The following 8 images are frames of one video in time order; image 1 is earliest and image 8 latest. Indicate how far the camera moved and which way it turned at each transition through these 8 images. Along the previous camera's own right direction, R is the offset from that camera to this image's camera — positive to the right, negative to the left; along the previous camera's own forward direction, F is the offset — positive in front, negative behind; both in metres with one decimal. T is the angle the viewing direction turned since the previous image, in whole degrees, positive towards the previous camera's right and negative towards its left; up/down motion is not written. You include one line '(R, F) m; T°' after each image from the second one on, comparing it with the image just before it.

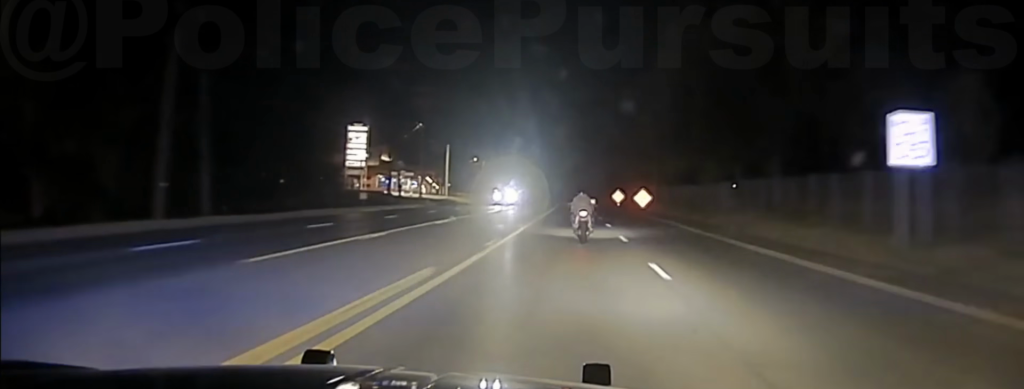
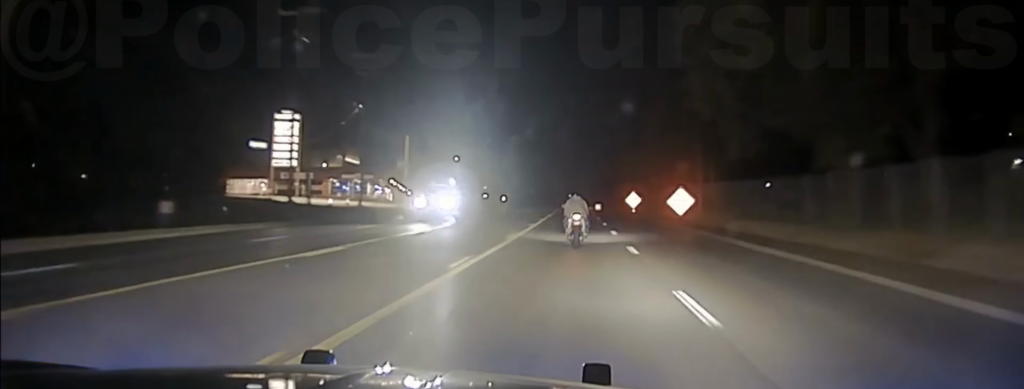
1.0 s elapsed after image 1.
(-0.5, +28.6) m; -1°
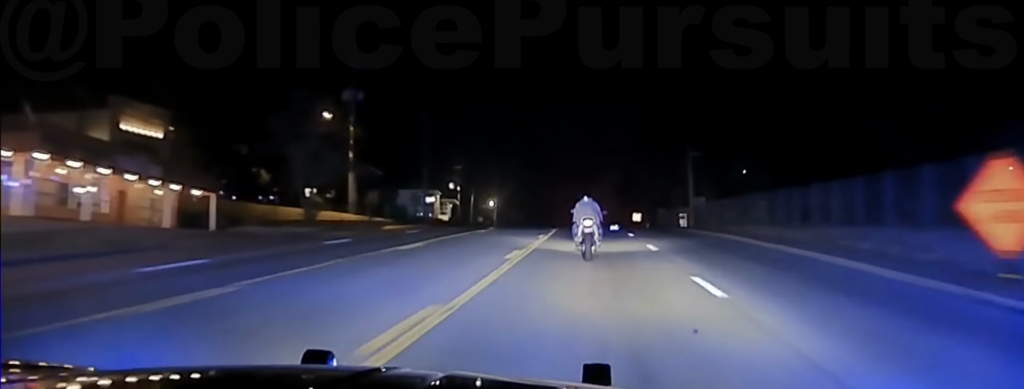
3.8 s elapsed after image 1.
(-0.8, +81.3) m; -1°
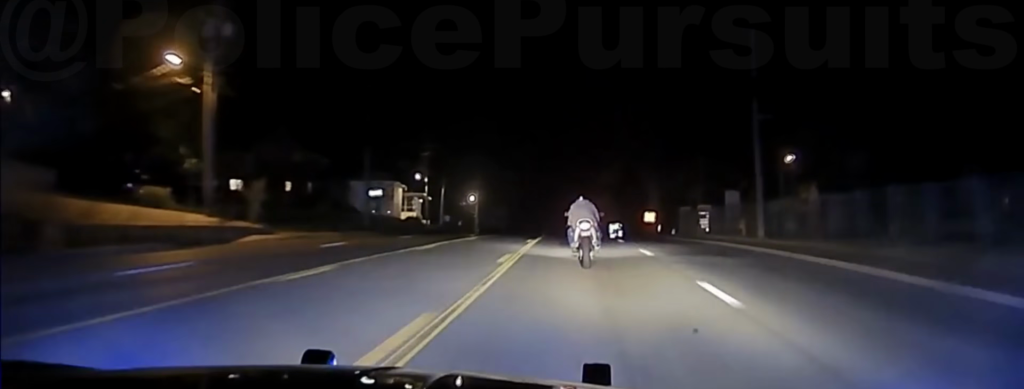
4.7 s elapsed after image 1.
(0.0, +27.2) m; 0°
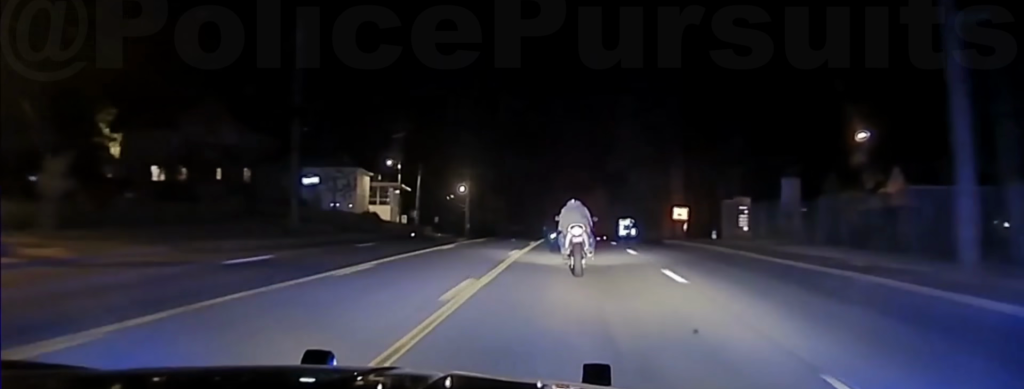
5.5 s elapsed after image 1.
(+0.1, +24.0) m; 0°
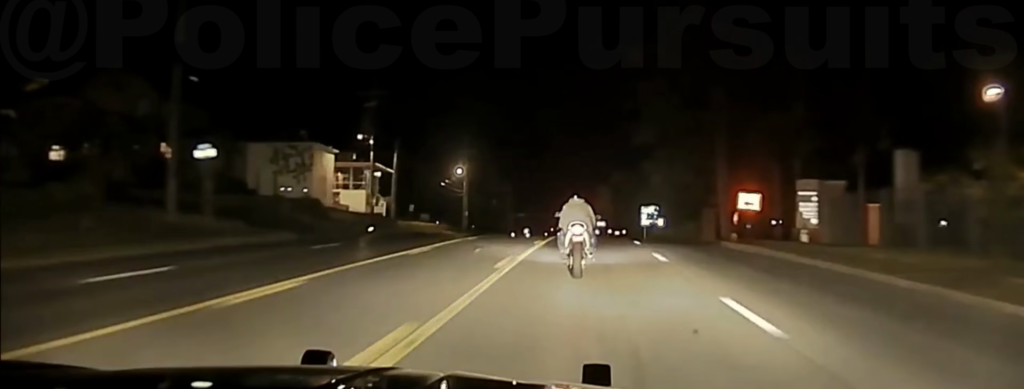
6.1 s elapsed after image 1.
(0.0, +21.2) m; 0°
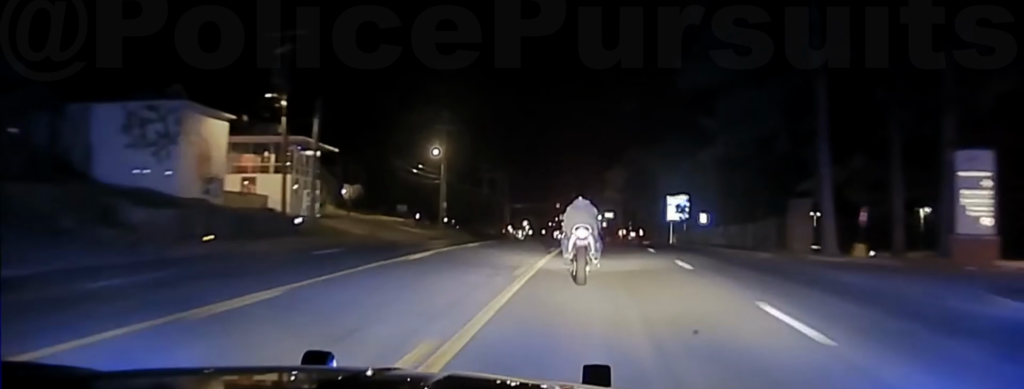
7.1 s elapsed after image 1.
(-0.1, +25.6) m; 0°
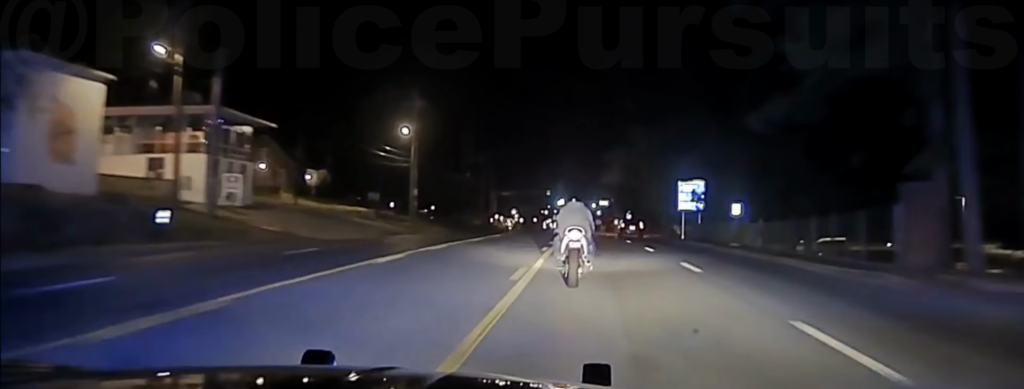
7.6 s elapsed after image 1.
(0.0, +13.5) m; 0°
